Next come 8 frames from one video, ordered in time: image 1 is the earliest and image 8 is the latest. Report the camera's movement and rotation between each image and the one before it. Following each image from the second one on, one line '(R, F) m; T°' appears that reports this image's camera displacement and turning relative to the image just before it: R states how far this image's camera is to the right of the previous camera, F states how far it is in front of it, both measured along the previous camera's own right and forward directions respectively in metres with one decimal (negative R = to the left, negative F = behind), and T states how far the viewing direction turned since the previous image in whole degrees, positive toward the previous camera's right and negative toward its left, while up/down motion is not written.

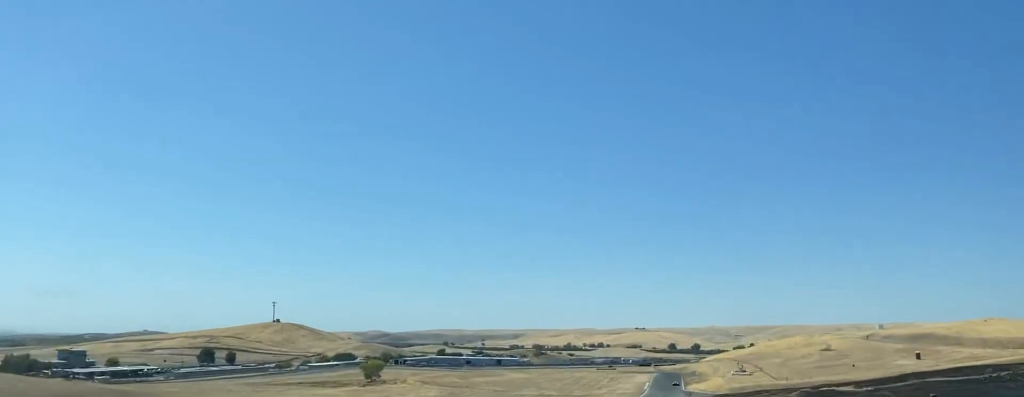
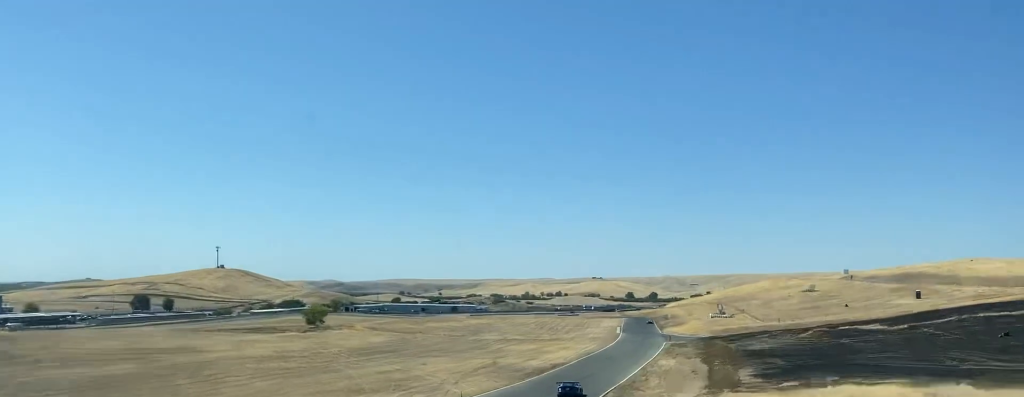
(+1.3, +33.2) m; +7°
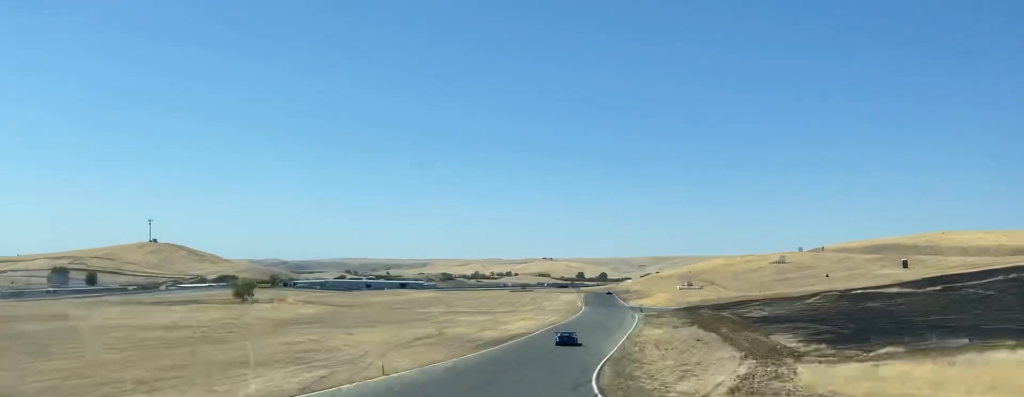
(+1.6, +25.7) m; +4°
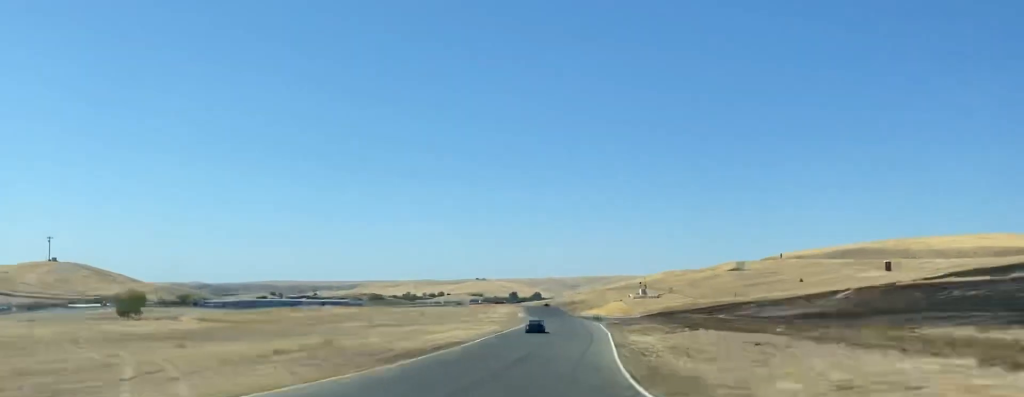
(+2.6, +36.5) m; +4°
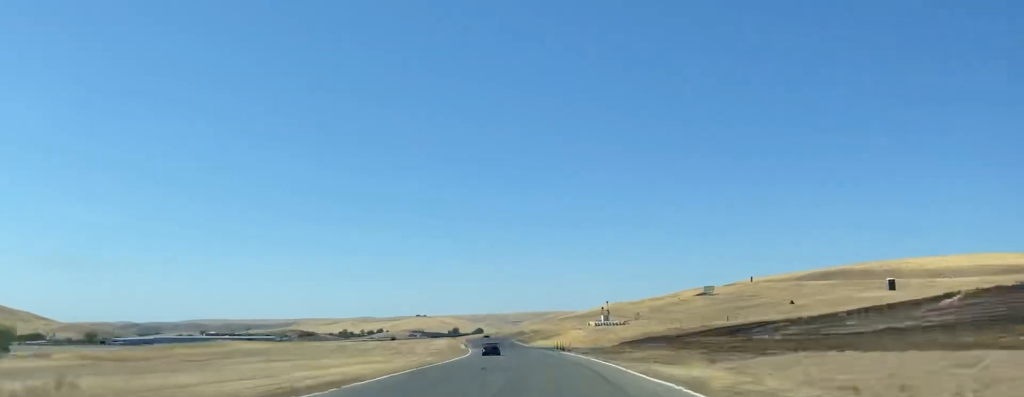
(+0.2, +33.6) m; 0°
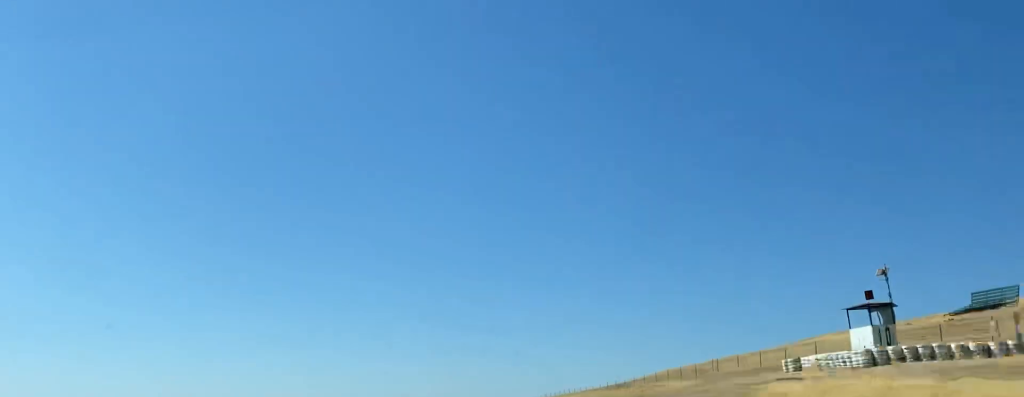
(-6.4, +122.5) m; -7°
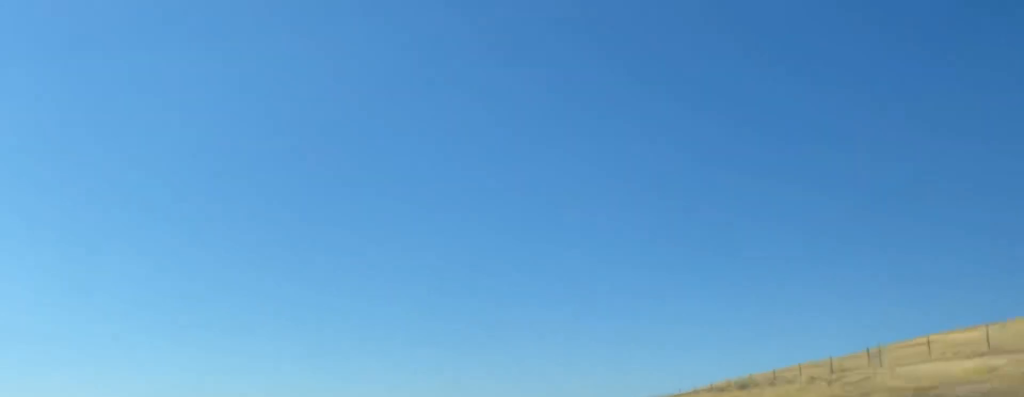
(-0.3, +27.0) m; -1°
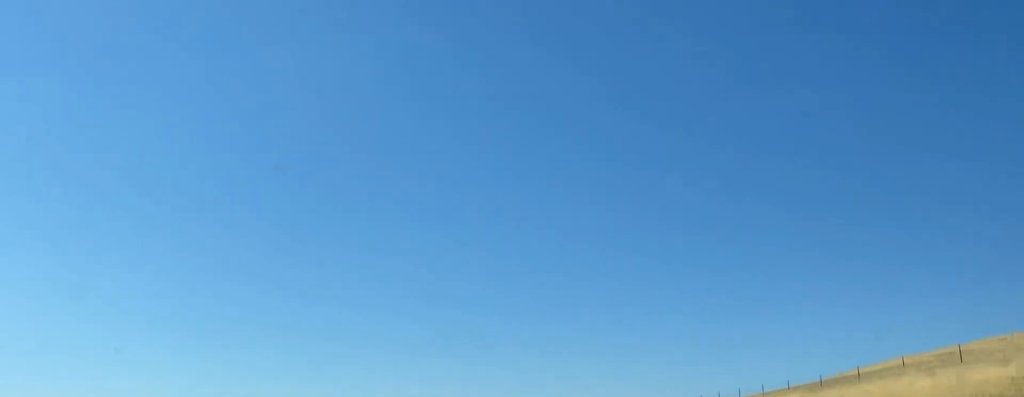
(-0.6, +38.5) m; -6°
